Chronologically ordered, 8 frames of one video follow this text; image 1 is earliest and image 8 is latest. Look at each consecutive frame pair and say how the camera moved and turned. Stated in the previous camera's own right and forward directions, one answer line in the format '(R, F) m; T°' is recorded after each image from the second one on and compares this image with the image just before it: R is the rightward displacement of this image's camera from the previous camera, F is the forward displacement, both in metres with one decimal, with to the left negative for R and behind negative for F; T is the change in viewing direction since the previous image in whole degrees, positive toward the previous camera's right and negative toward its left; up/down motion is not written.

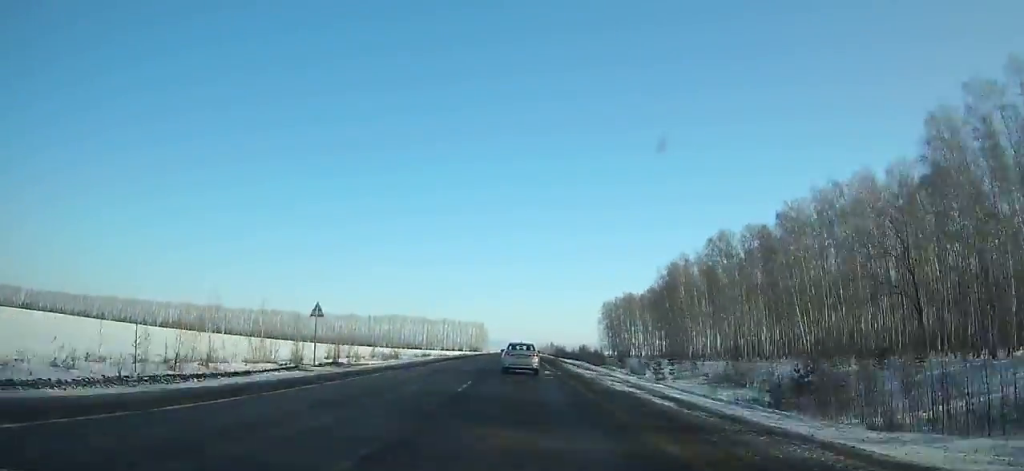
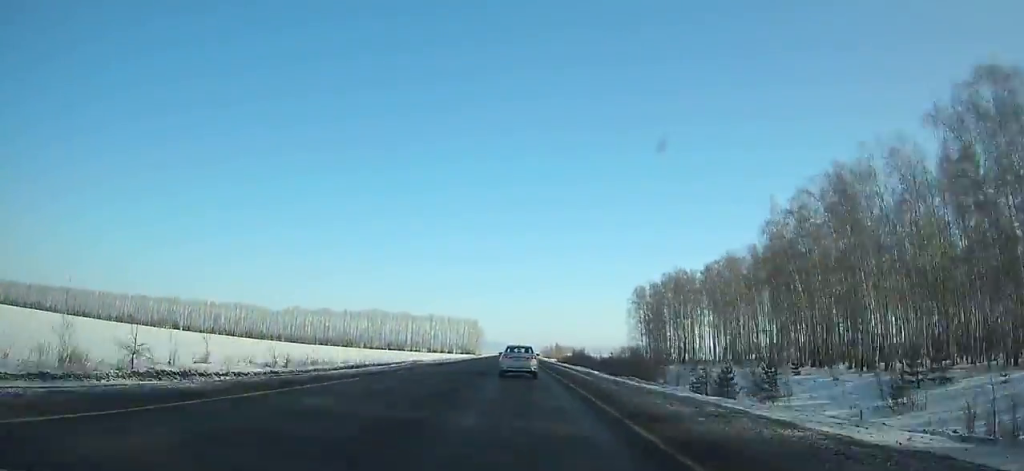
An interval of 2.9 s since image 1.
(-0.1, +67.8) m; 0°
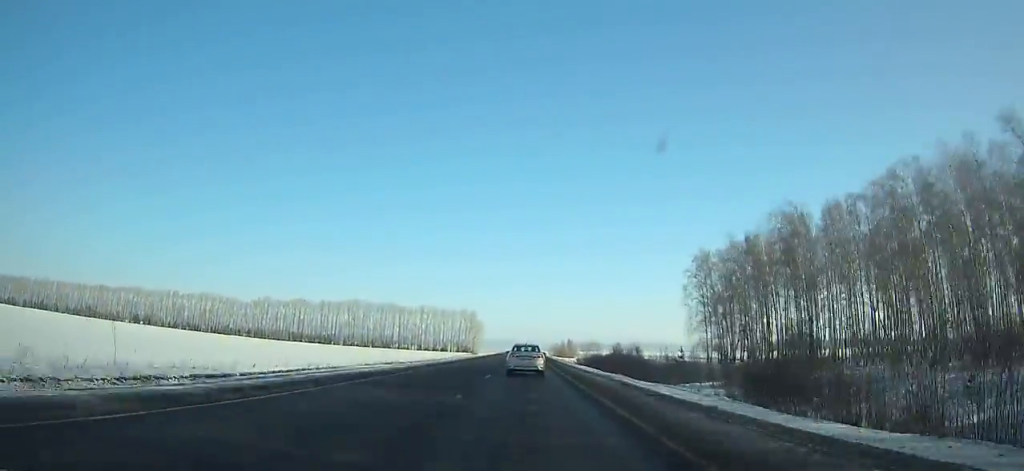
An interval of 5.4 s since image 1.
(-0.1, +58.4) m; 0°
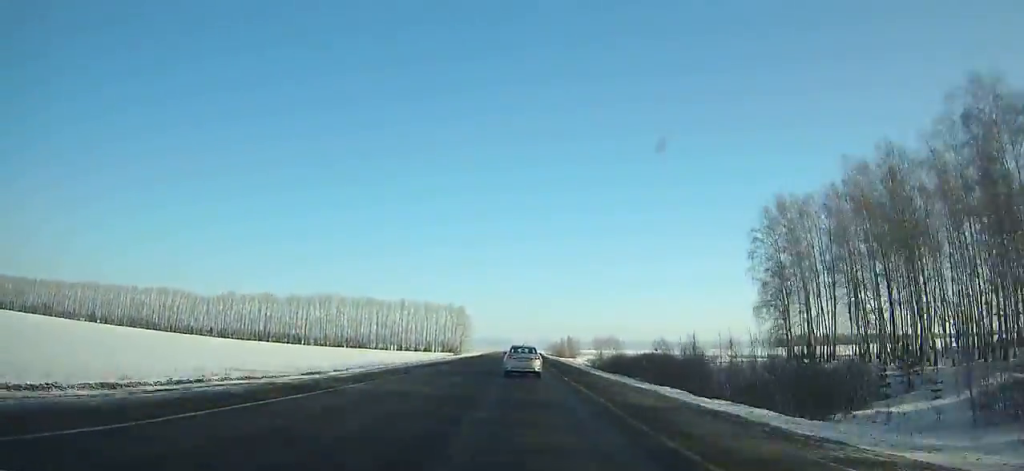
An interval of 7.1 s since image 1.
(0.0, +39.7) m; 0°
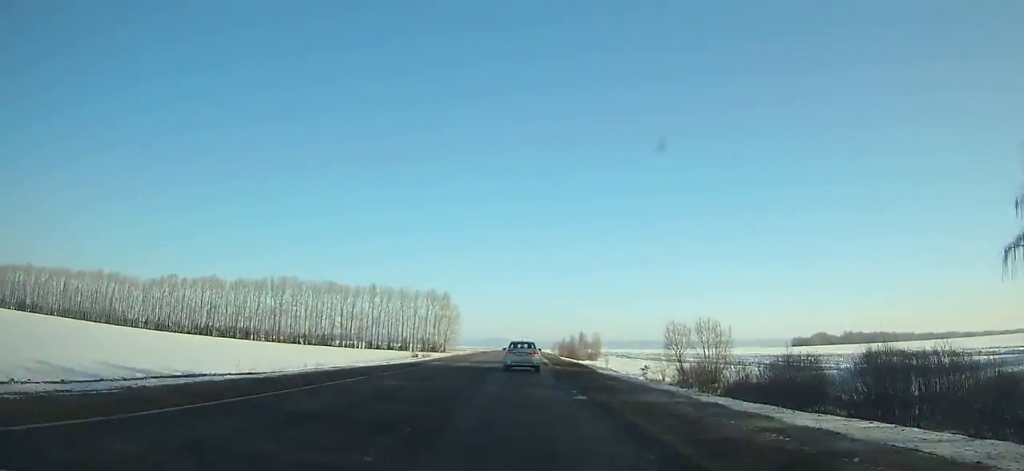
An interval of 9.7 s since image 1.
(-0.1, +61.0) m; 0°
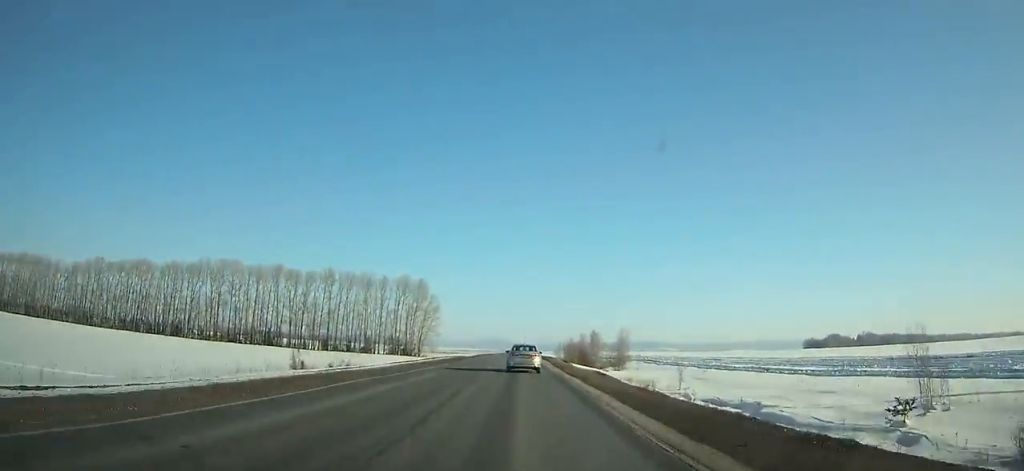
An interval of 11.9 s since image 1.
(+0.1, +51.9) m; 0°
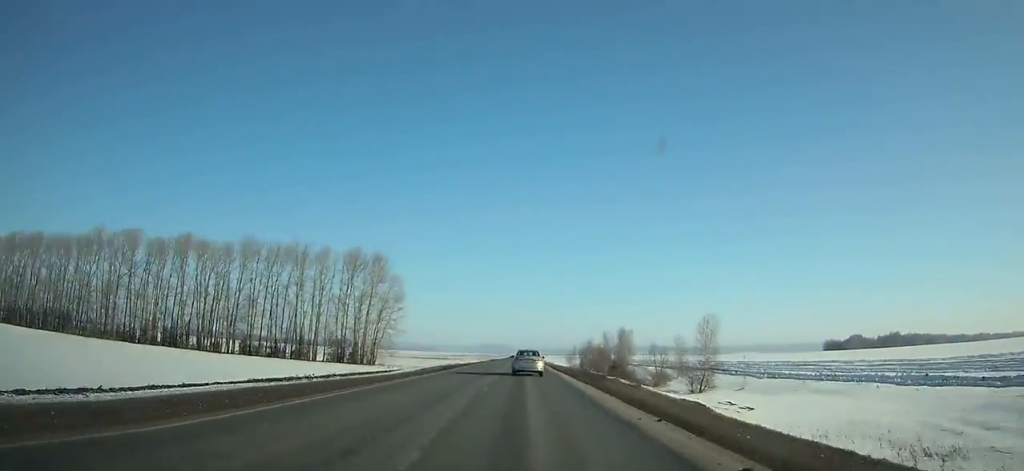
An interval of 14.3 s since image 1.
(+0.2, +57.2) m; 0°
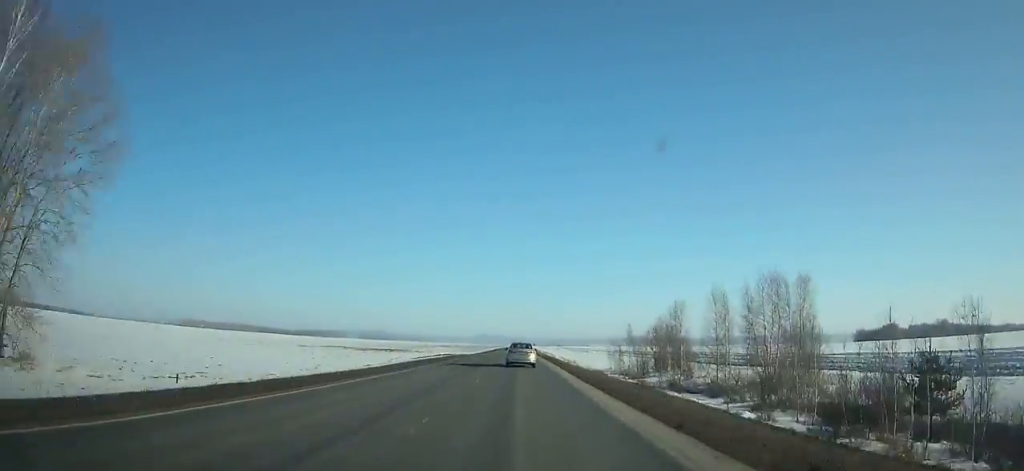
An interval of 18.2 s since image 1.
(+0.1, +94.3) m; 0°
